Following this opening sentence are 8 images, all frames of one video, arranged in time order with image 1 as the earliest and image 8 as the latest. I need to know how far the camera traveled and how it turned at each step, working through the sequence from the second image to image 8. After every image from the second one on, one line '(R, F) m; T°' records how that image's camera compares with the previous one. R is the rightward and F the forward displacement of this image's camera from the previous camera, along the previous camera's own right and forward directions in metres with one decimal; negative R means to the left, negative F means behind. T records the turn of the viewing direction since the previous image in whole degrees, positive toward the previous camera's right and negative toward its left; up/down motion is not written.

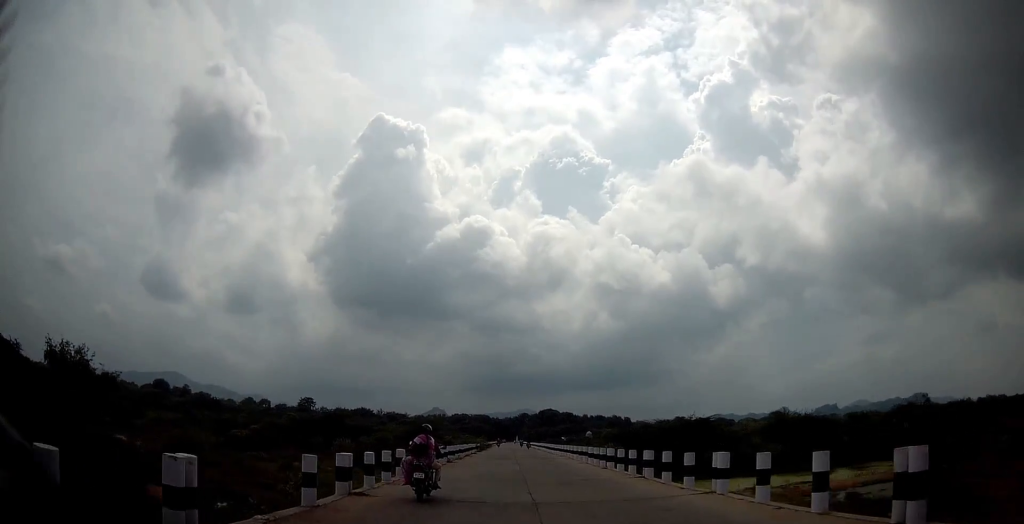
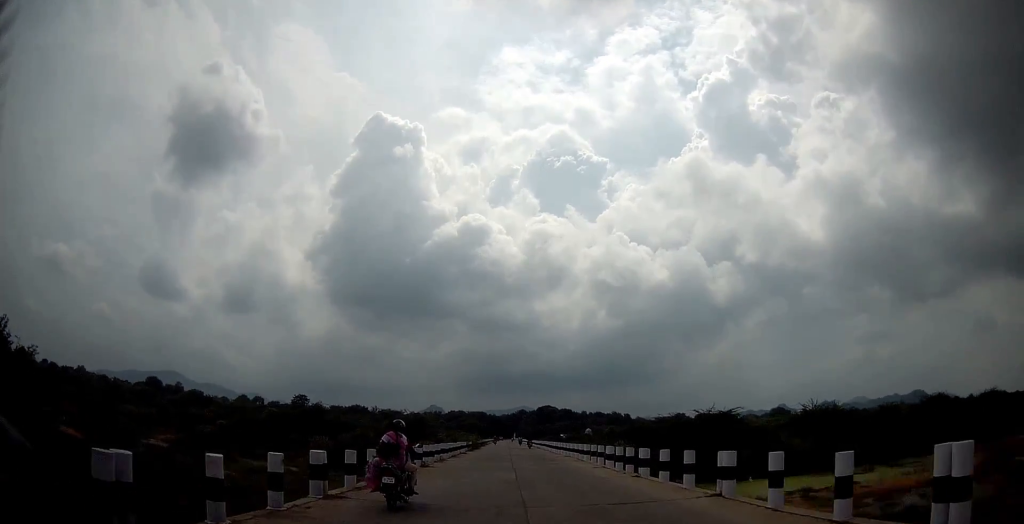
(-0.1, +7.9) m; 0°
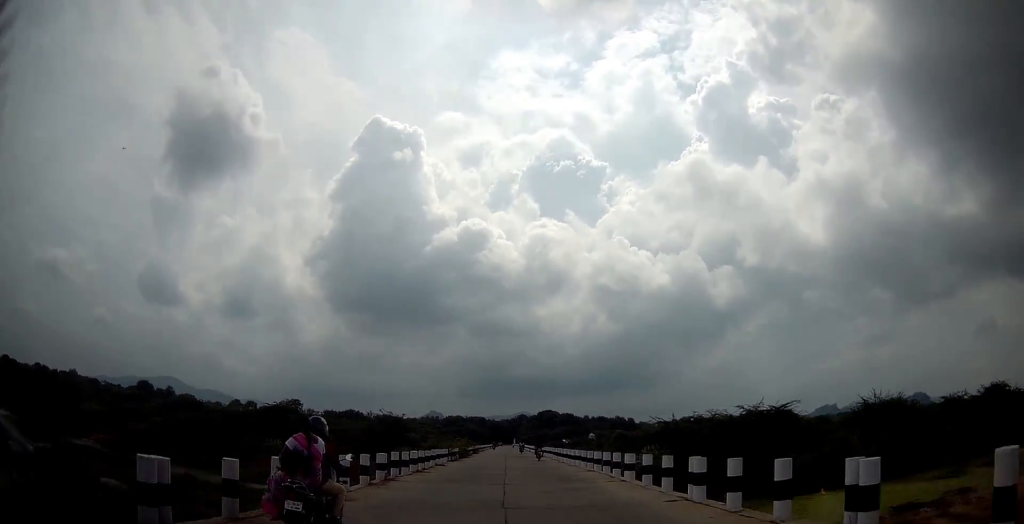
(+0.3, +12.5) m; +2°
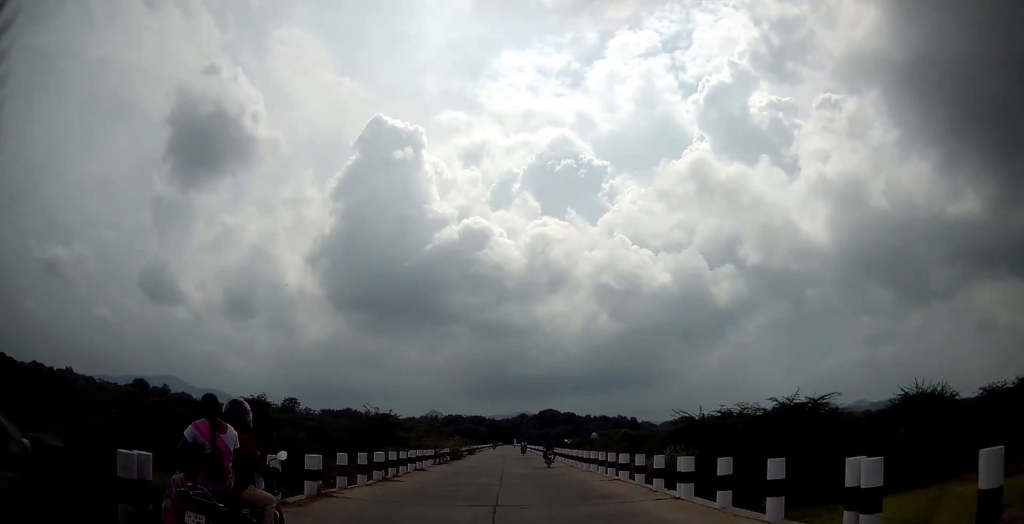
(+0.2, +6.5) m; 0°
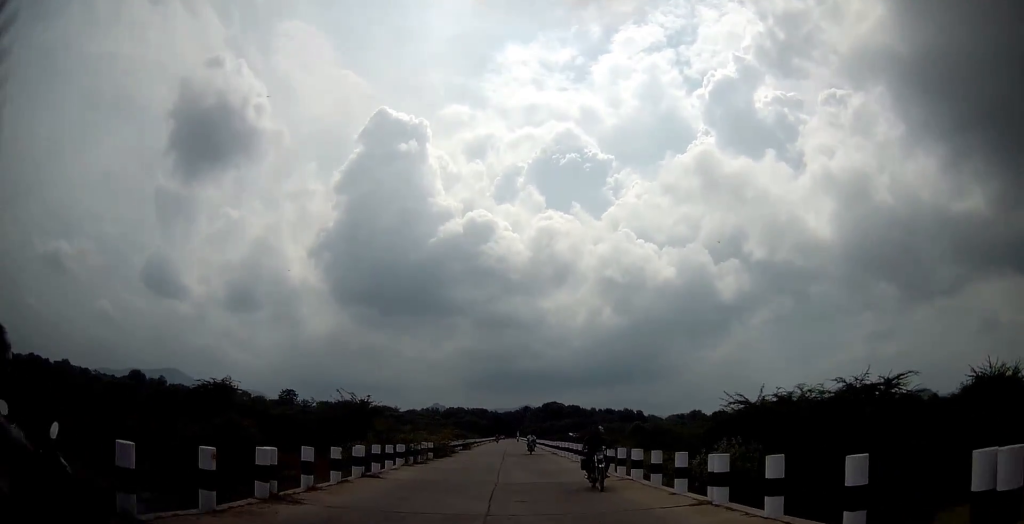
(-0.1, +9.1) m; -1°
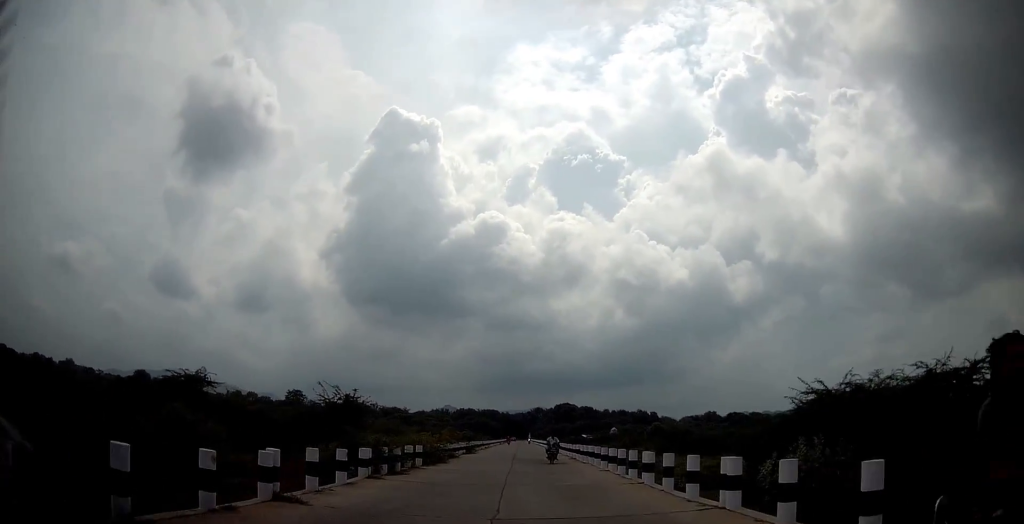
(-0.1, +7.0) m; -1°
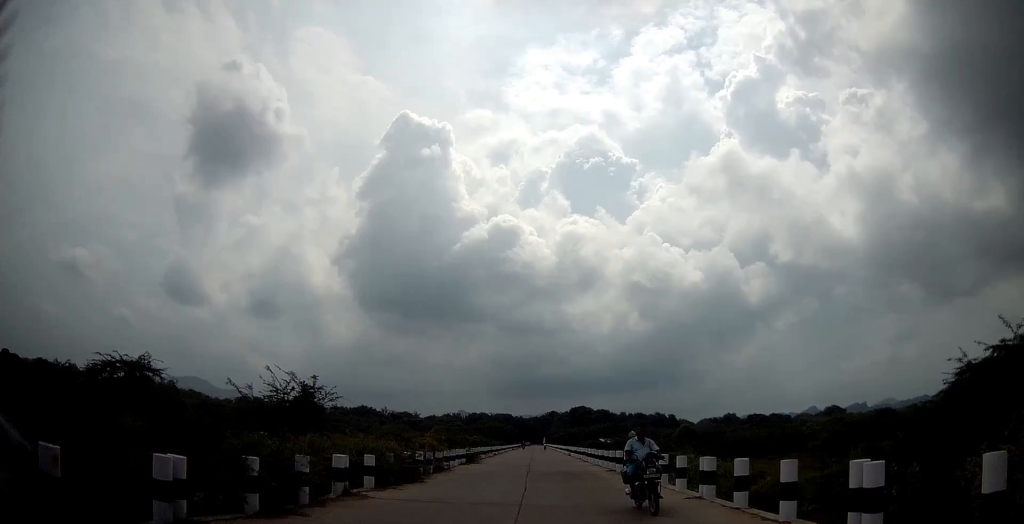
(-0.1, +10.6) m; -1°
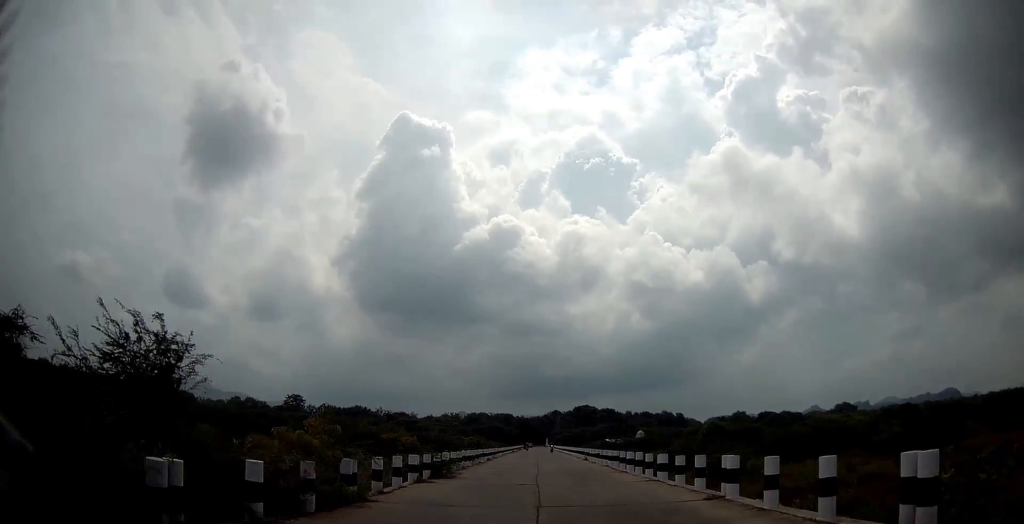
(0.0, +14.1) m; 0°
